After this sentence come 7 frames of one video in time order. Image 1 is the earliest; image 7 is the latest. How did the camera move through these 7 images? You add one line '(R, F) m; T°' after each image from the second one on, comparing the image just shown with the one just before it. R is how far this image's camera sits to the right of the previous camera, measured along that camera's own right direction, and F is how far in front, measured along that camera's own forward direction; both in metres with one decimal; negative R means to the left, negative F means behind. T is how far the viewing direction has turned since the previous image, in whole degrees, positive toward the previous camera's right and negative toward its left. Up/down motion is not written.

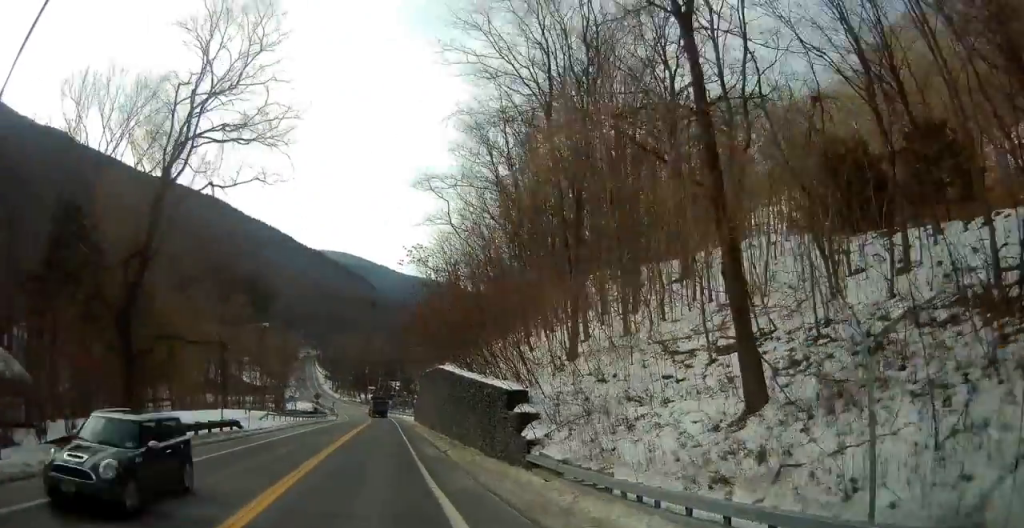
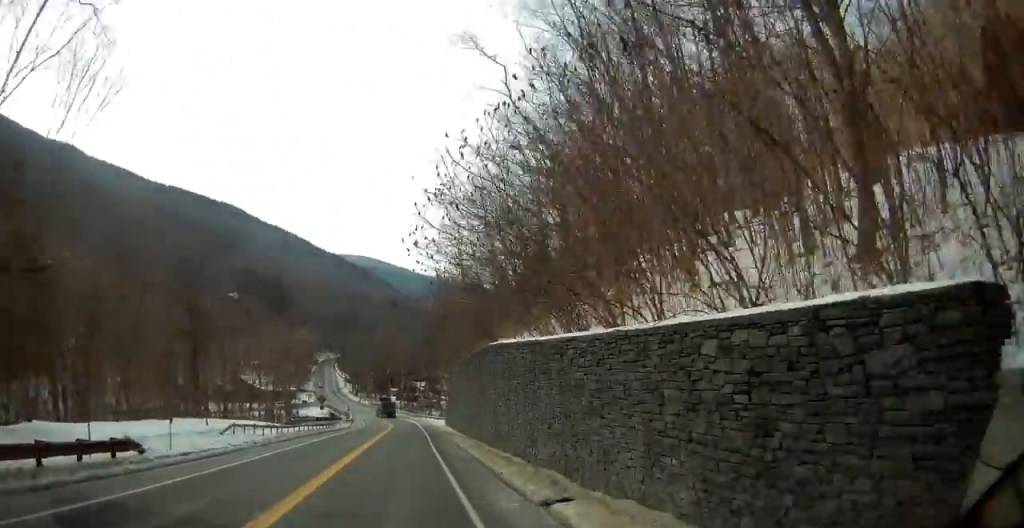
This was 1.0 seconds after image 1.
(-0.9, +15.1) m; -4°
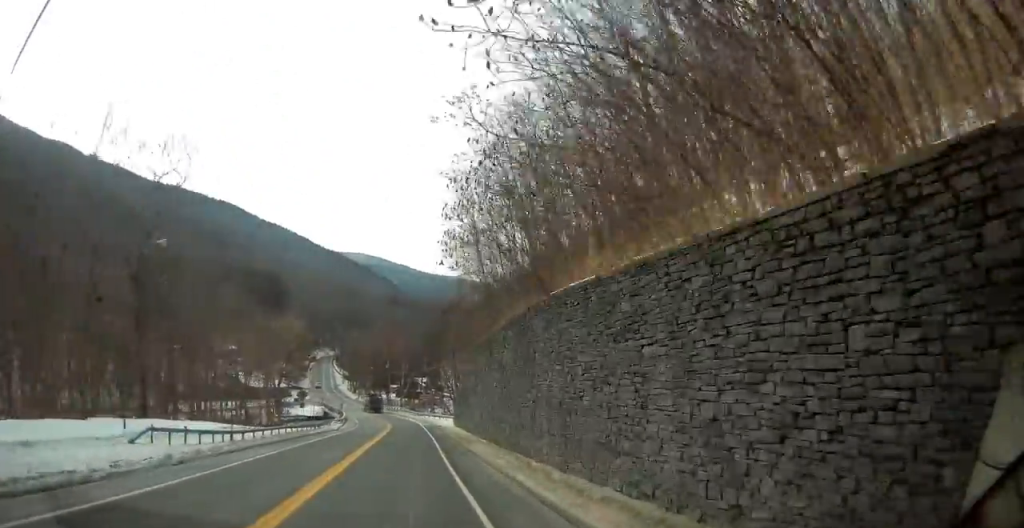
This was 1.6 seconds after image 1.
(-0.1, +10.7) m; 0°
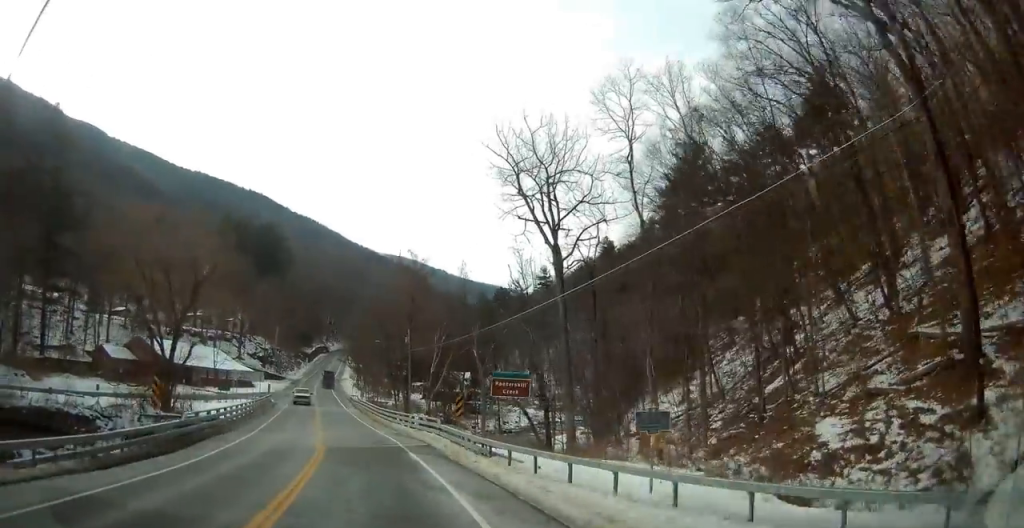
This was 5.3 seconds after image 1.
(+0.4, +62.6) m; -3°
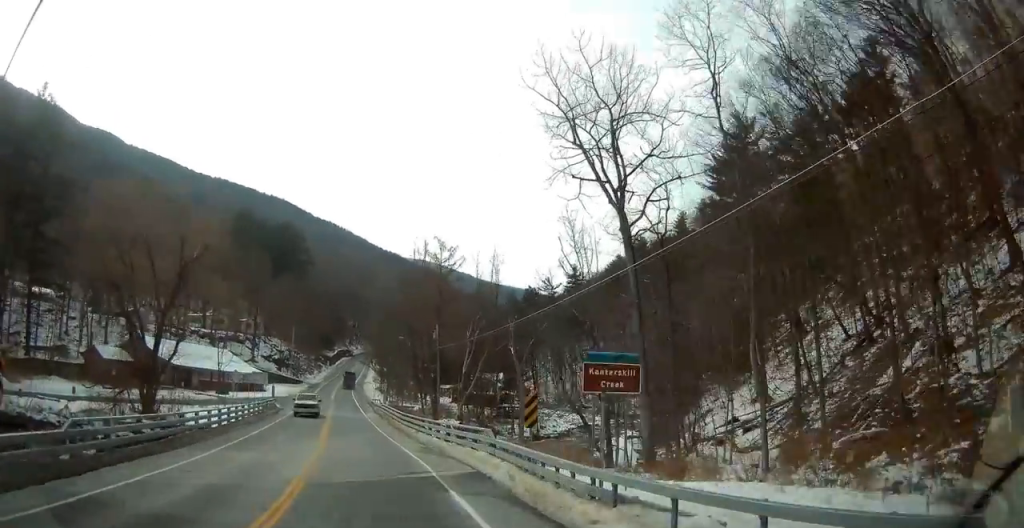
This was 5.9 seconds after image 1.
(-0.4, +9.5) m; -1°
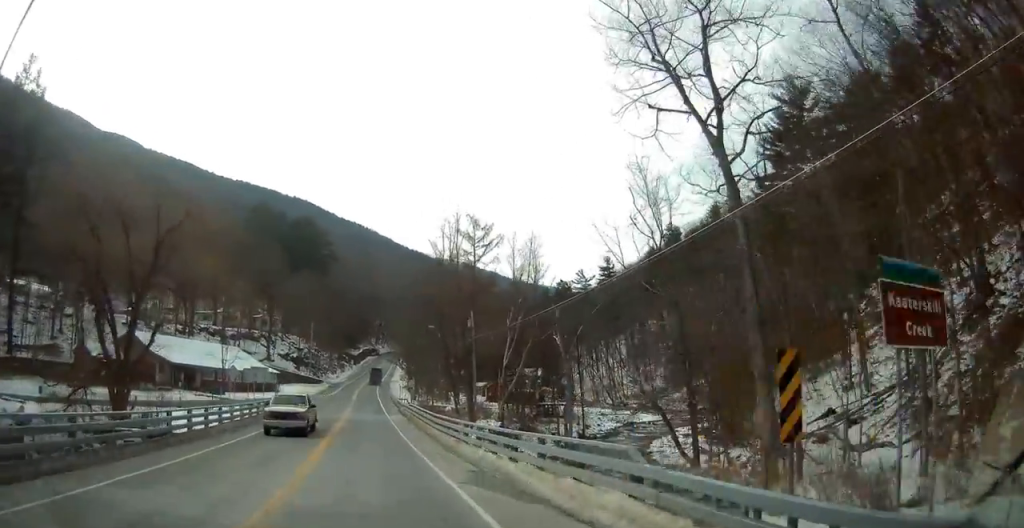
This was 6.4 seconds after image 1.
(-0.2, +9.5) m; -2°
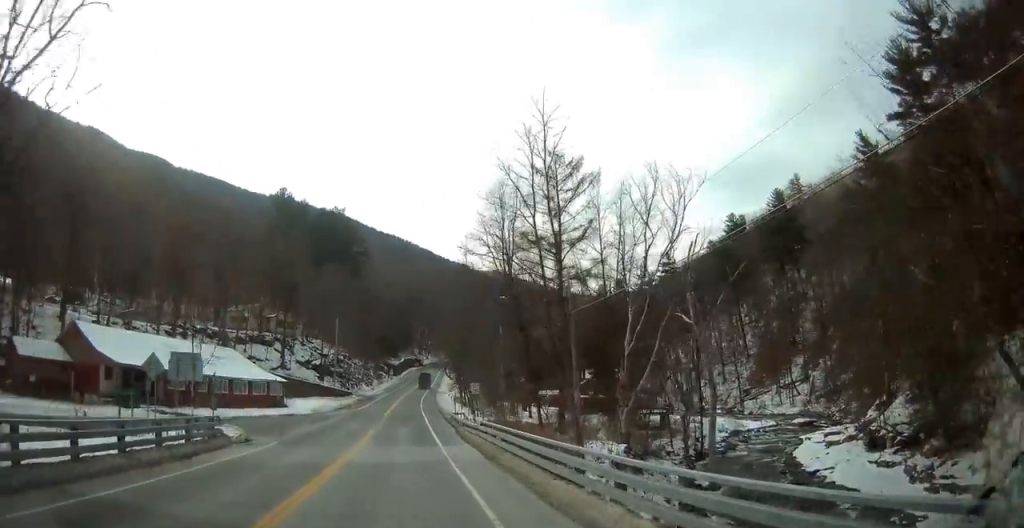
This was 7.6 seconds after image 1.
(-0.6, +22.3) m; -5°
